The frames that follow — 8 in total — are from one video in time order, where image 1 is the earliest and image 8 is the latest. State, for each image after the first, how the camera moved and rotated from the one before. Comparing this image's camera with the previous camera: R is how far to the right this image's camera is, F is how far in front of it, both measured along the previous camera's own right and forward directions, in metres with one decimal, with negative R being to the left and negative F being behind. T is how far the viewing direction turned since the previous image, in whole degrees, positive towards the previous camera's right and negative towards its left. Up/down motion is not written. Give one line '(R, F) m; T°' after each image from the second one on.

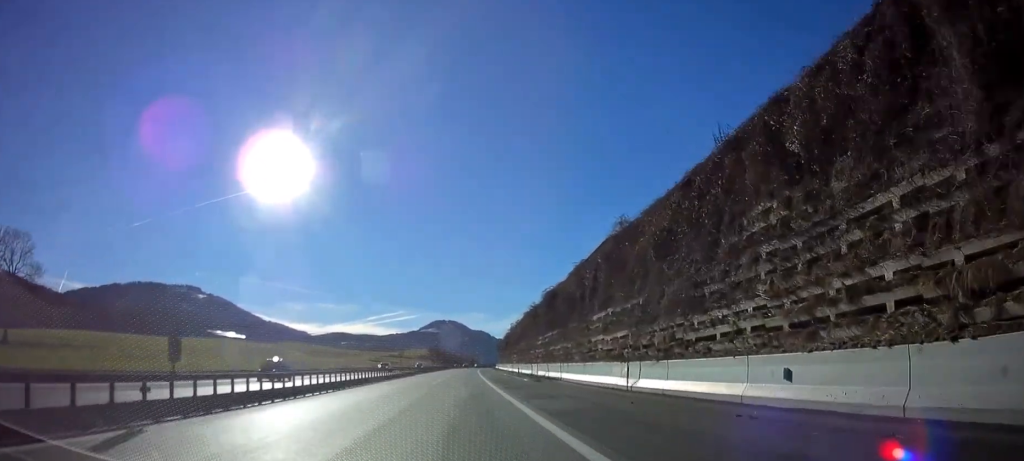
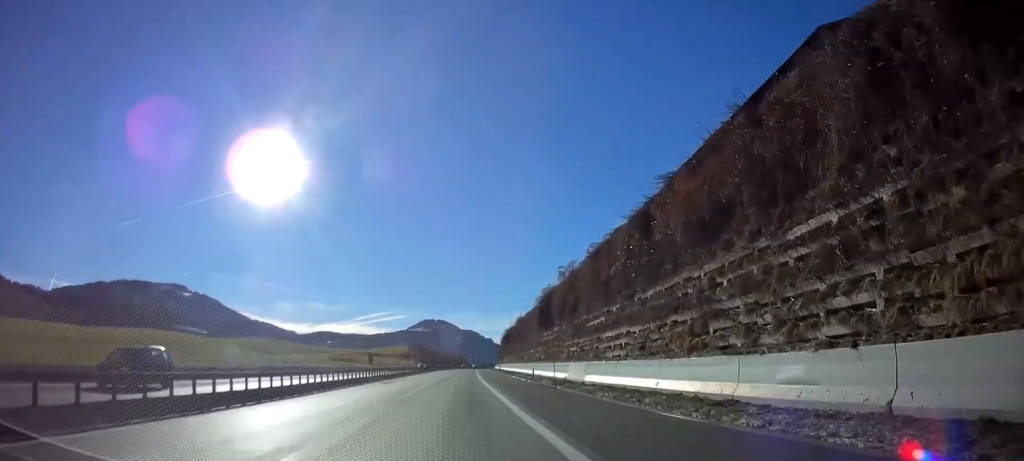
(0.0, +66.4) m; 0°
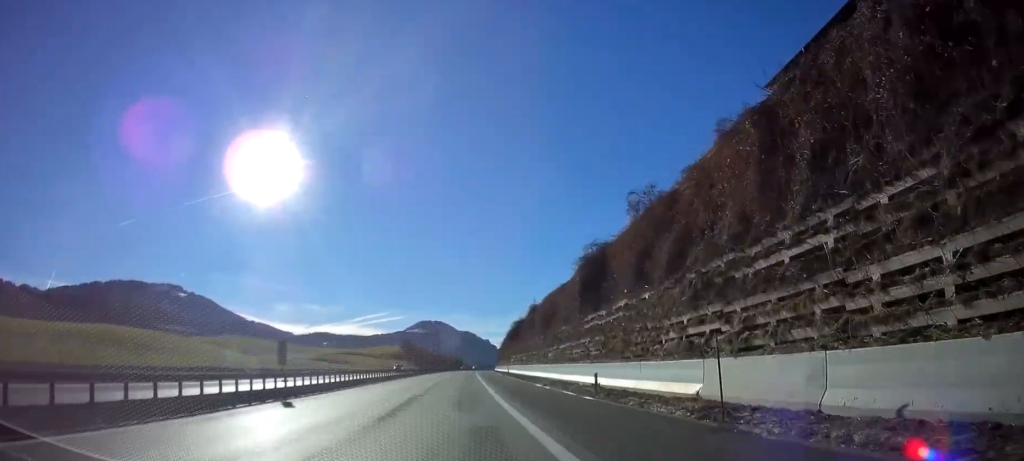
(0.0, +21.4) m; 0°
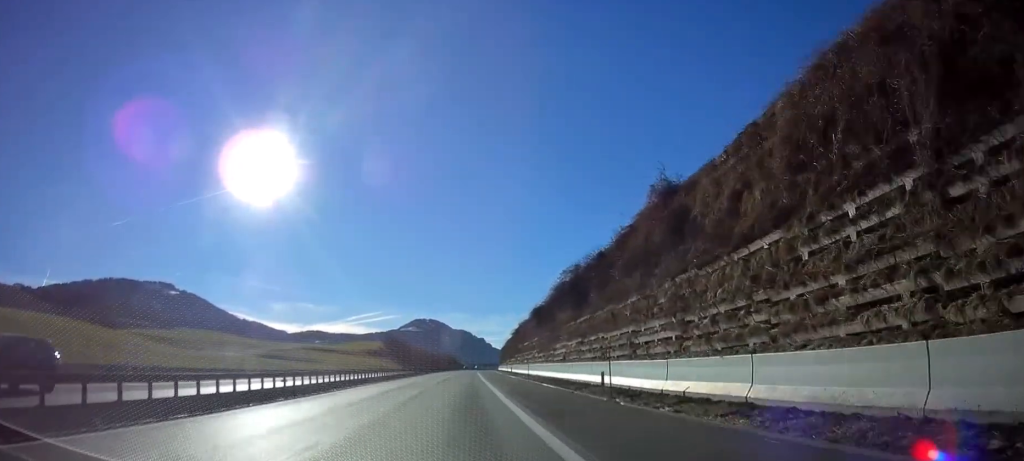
(0.0, +51.8) m; 0°
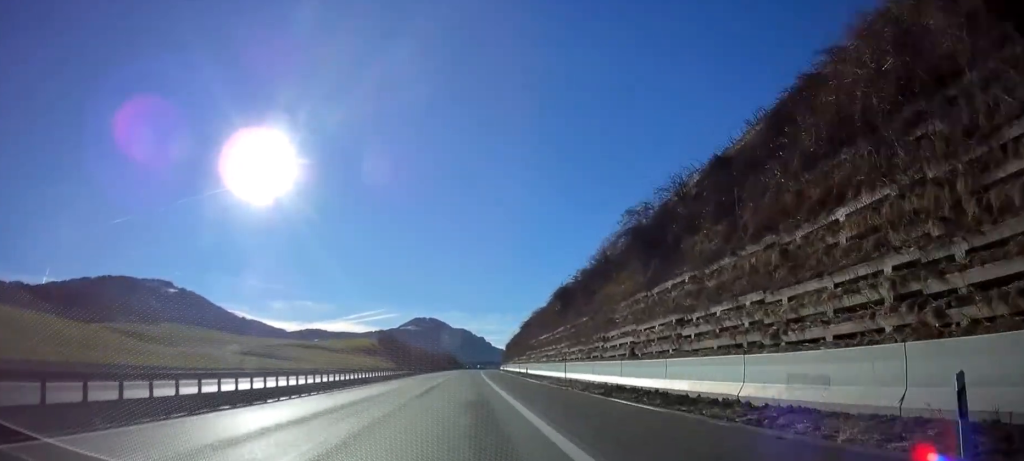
(0.0, +16.9) m; 0°
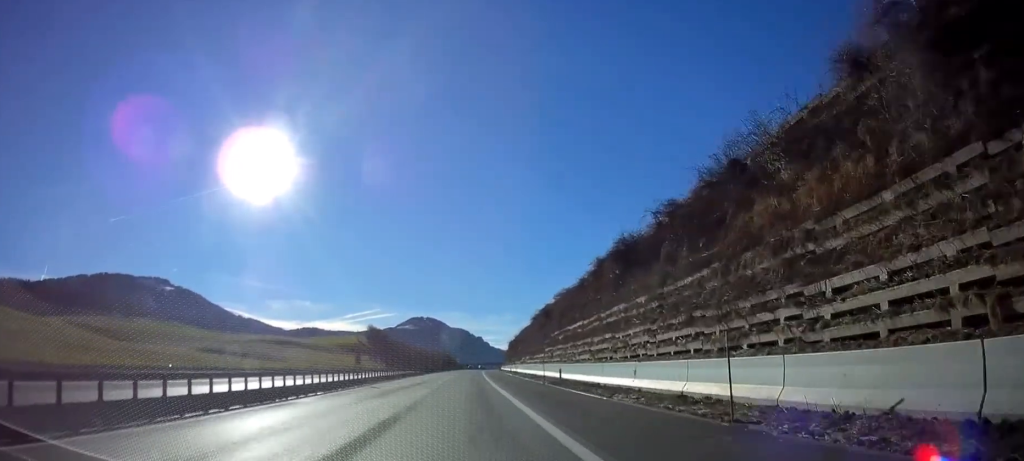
(0.0, +20.3) m; 0°
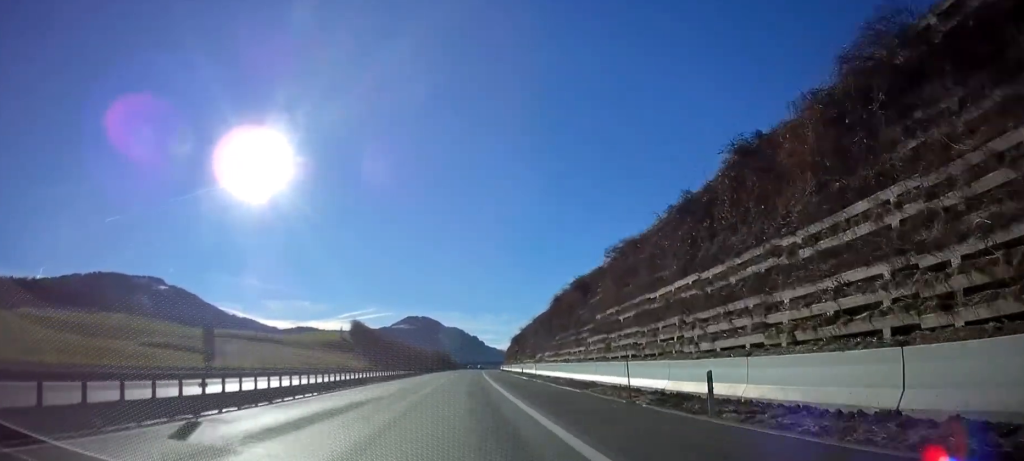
(0.0, +21.4) m; 0°
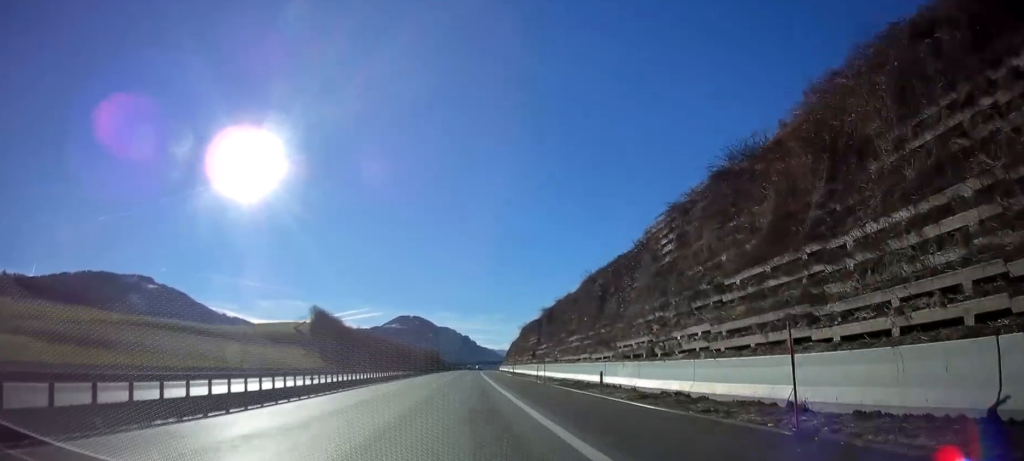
(0.0, +38.4) m; +1°
